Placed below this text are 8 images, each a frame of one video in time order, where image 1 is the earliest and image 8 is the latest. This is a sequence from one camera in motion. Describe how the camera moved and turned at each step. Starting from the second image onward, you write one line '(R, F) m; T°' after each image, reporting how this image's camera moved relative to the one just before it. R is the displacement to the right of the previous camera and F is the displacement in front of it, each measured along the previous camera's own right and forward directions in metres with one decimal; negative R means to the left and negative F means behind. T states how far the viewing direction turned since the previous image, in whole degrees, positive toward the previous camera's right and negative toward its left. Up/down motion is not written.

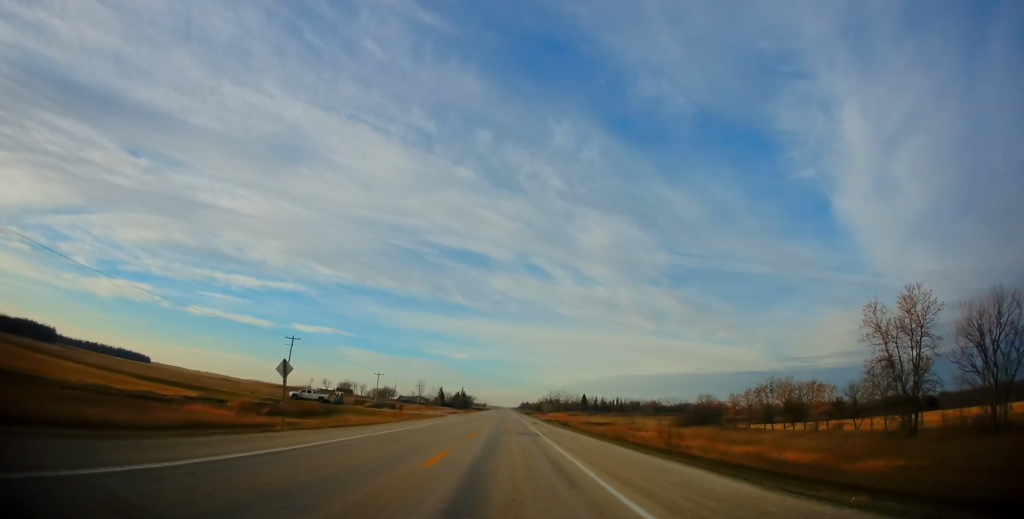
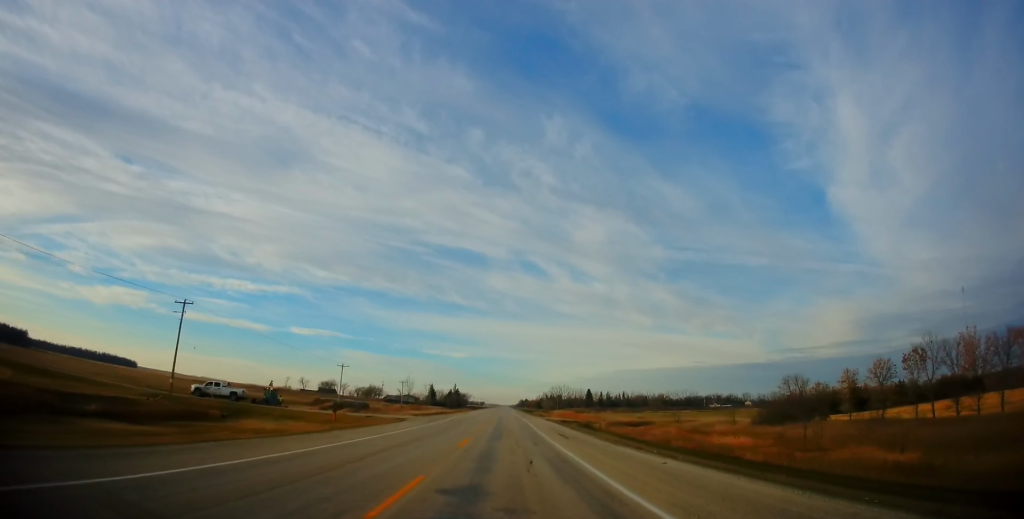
(-0.2, +34.9) m; -1°
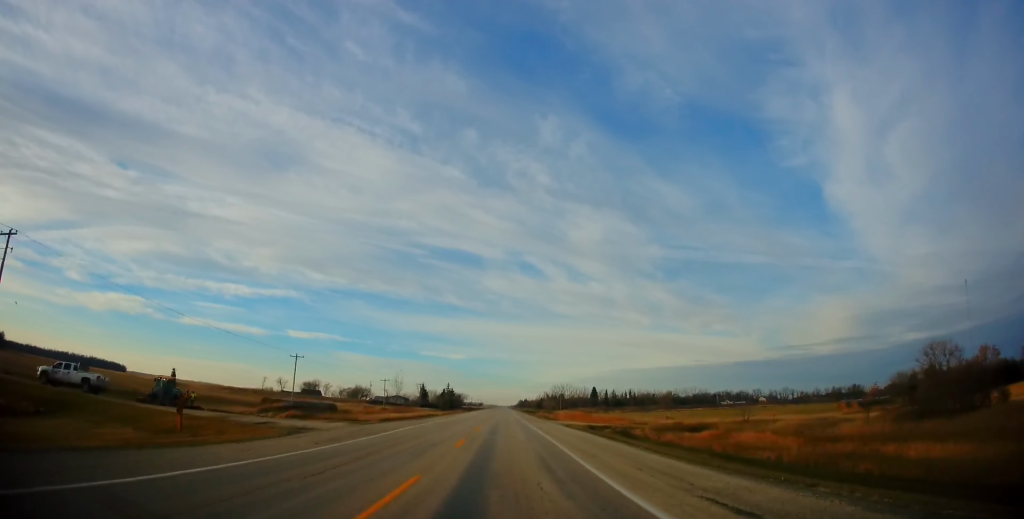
(-0.3, +27.1) m; -1°
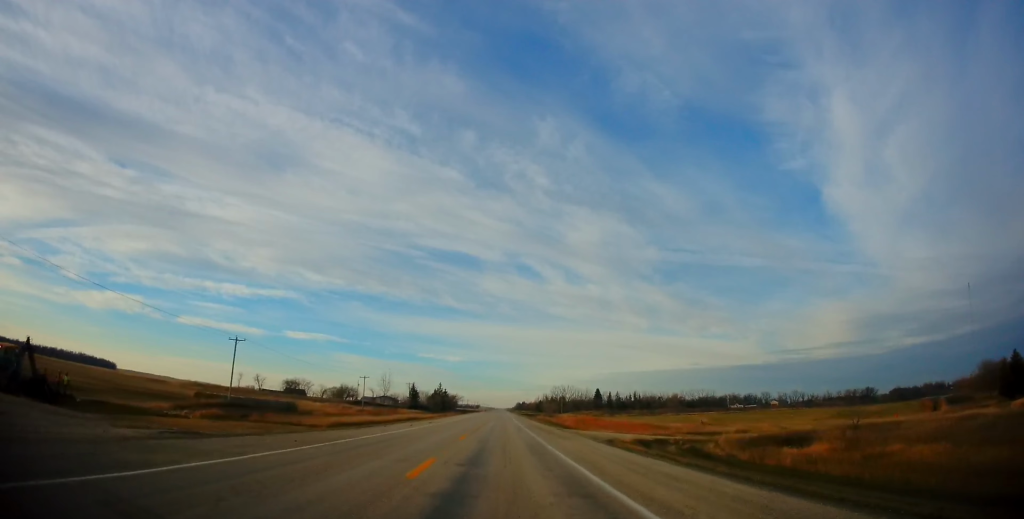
(-0.2, +22.2) m; 0°
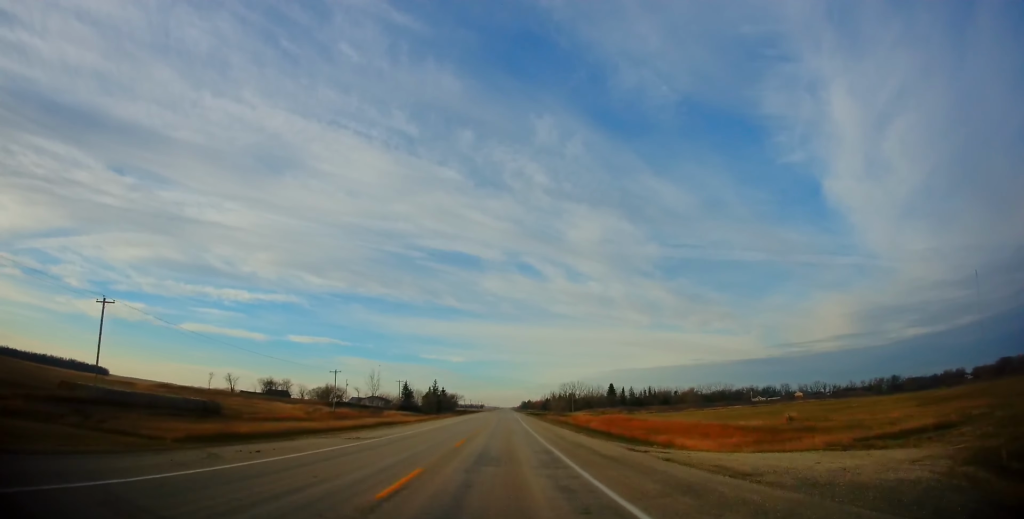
(+0.3, +27.9) m; +1°
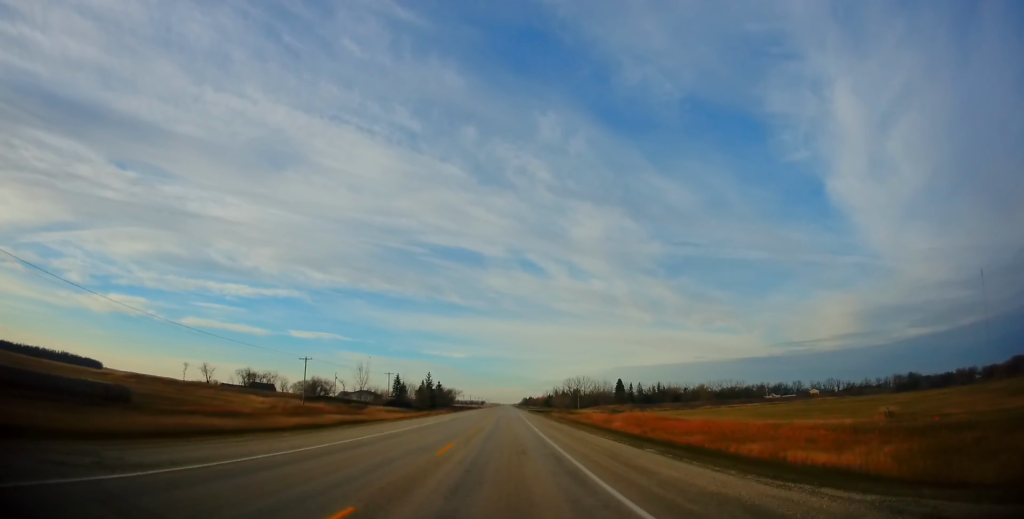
(-0.1, +18.6) m; +3°
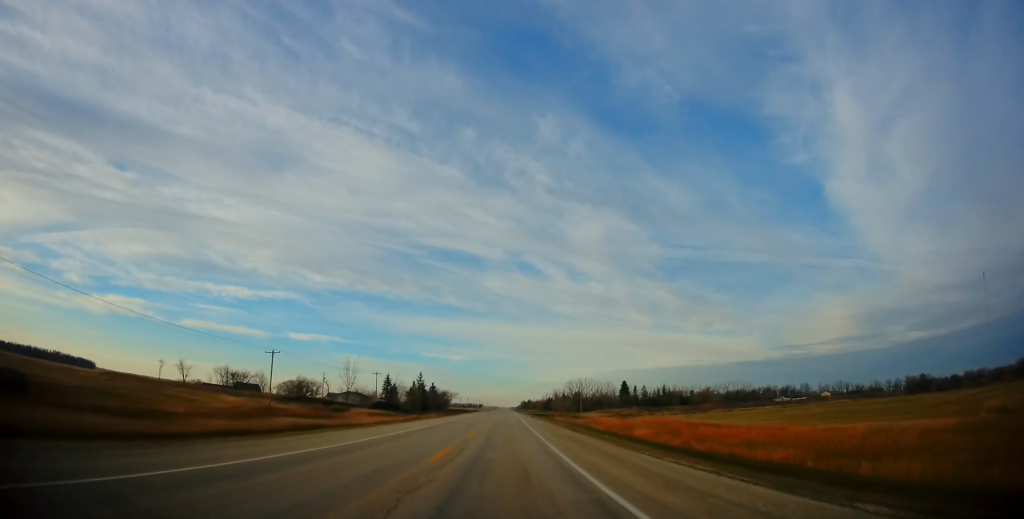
(+0.2, +13.6) m; +1°
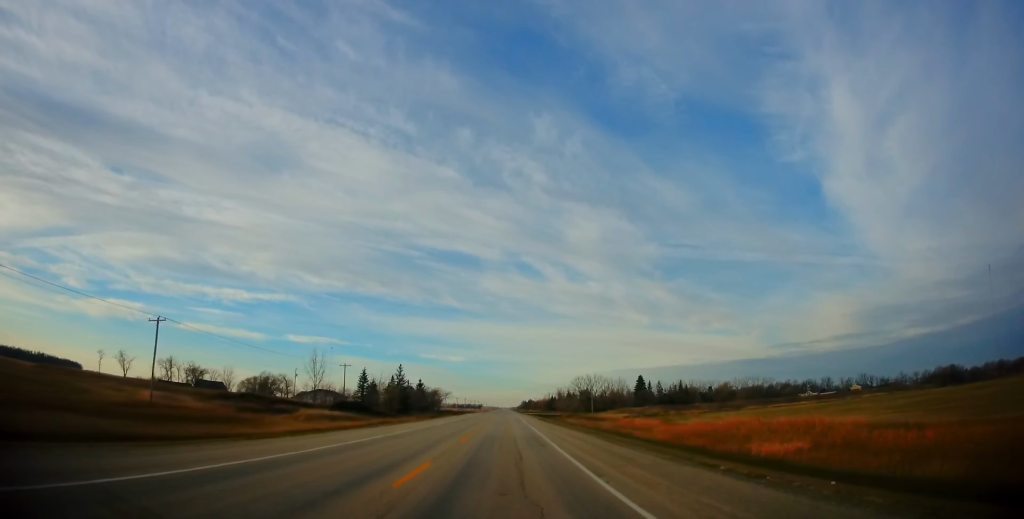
(+1.0, +29.2) m; -1°
